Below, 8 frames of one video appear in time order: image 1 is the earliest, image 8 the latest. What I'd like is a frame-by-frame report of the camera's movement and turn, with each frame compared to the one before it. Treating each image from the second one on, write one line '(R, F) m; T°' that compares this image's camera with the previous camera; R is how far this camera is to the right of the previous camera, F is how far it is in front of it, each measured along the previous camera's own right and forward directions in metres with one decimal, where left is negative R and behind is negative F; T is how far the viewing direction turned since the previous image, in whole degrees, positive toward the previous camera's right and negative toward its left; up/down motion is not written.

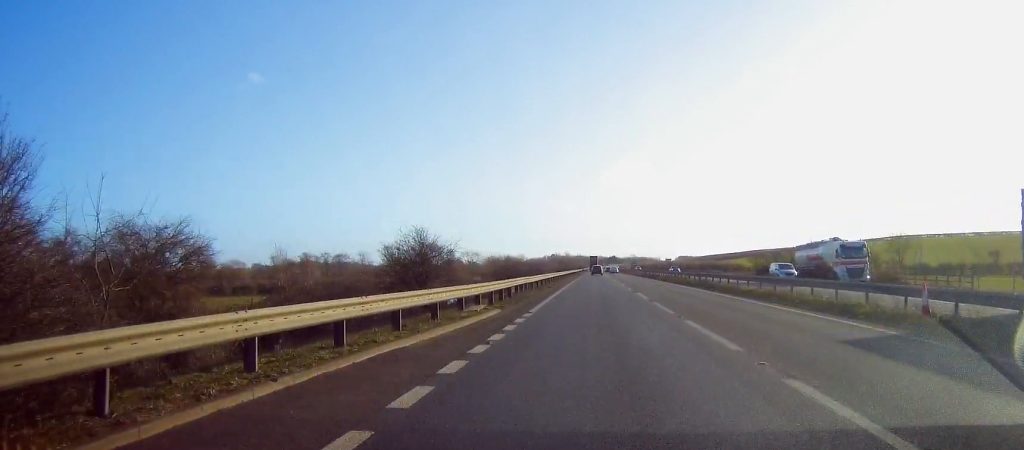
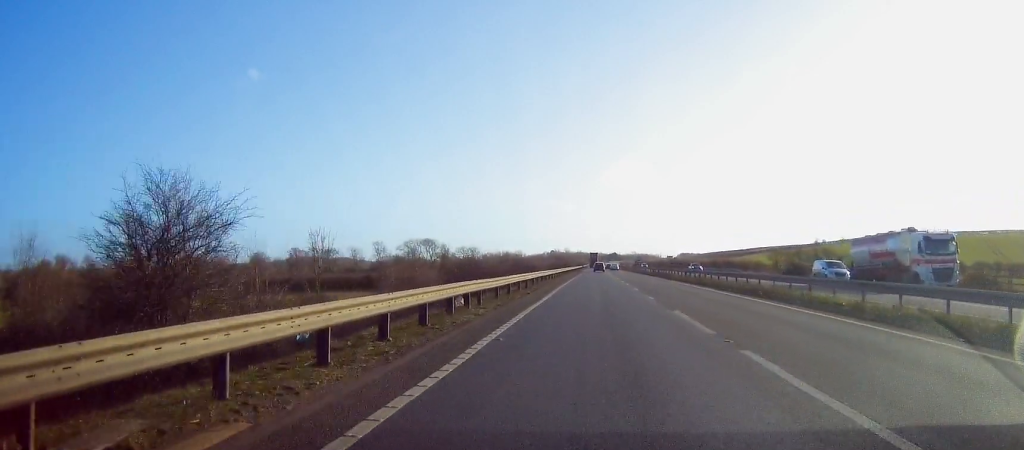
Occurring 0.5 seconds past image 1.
(+0.1, +15.5) m; 0°
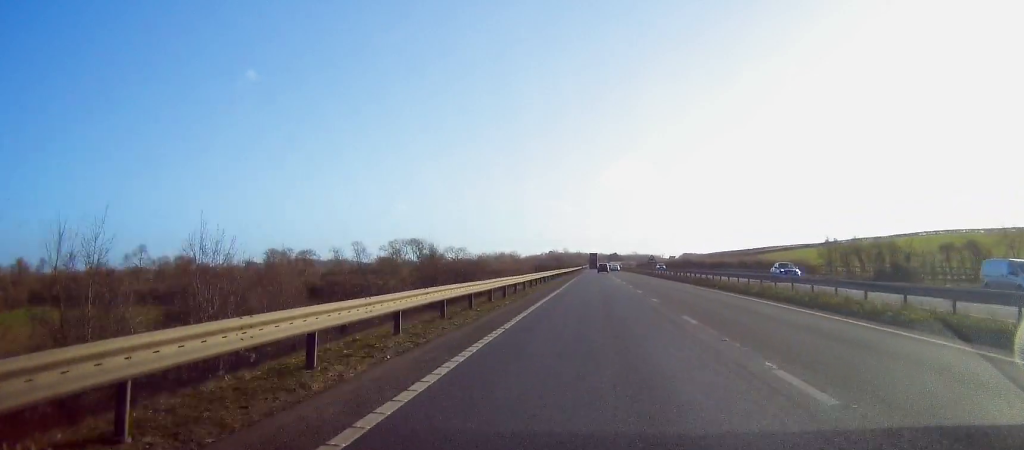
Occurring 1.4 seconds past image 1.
(0.0, +29.2) m; 0°
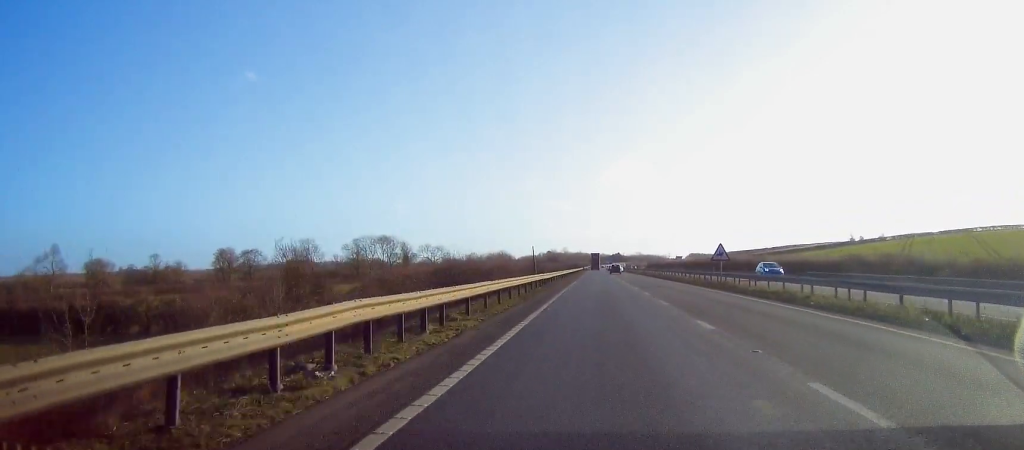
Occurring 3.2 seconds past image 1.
(-0.7, +55.2) m; -1°
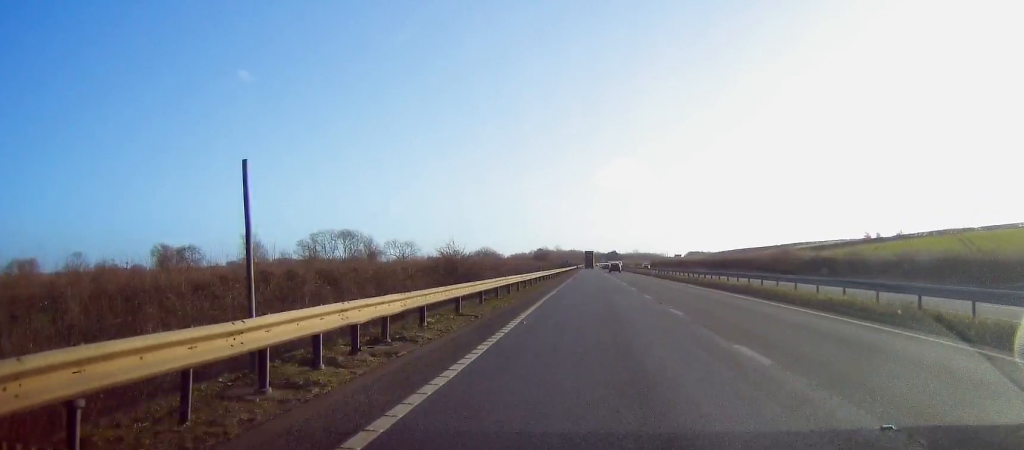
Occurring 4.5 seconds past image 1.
(+0.4, +41.7) m; +1°
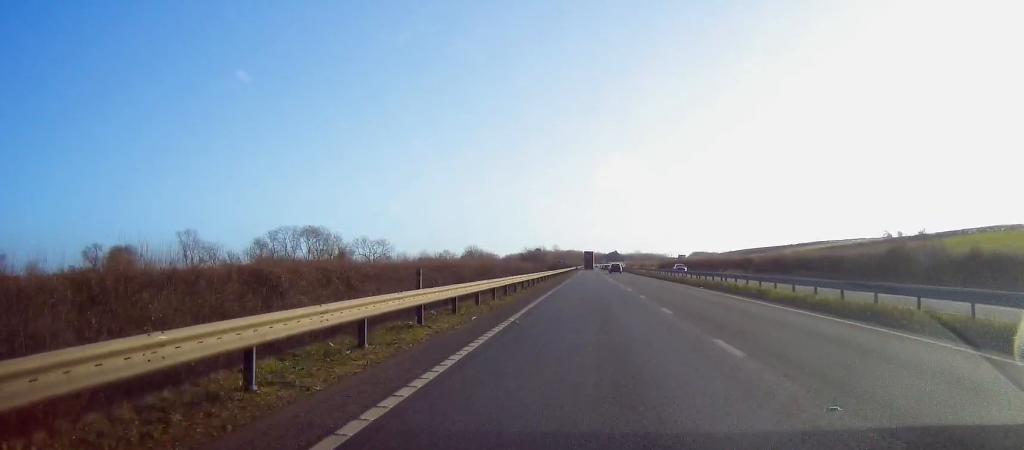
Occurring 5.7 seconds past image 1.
(-0.1, +35.4) m; -1°
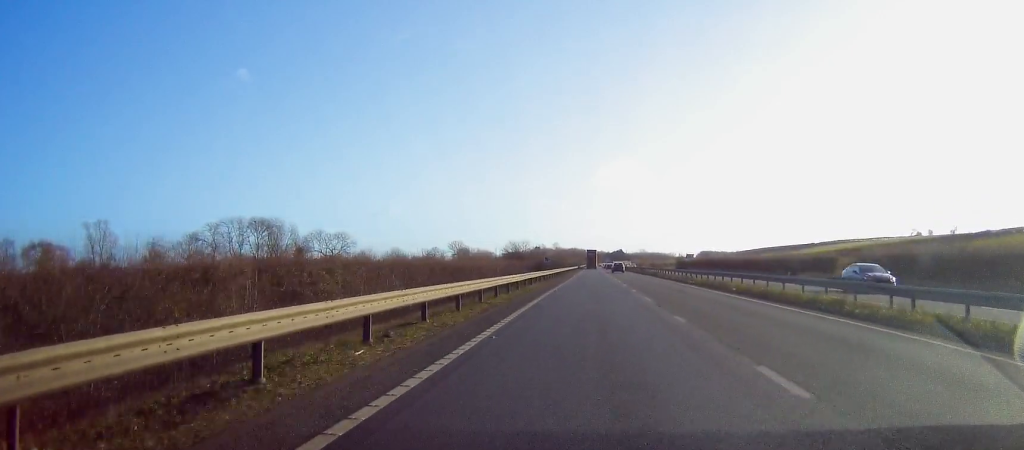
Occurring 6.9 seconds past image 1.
(-0.2, +39.6) m; 0°
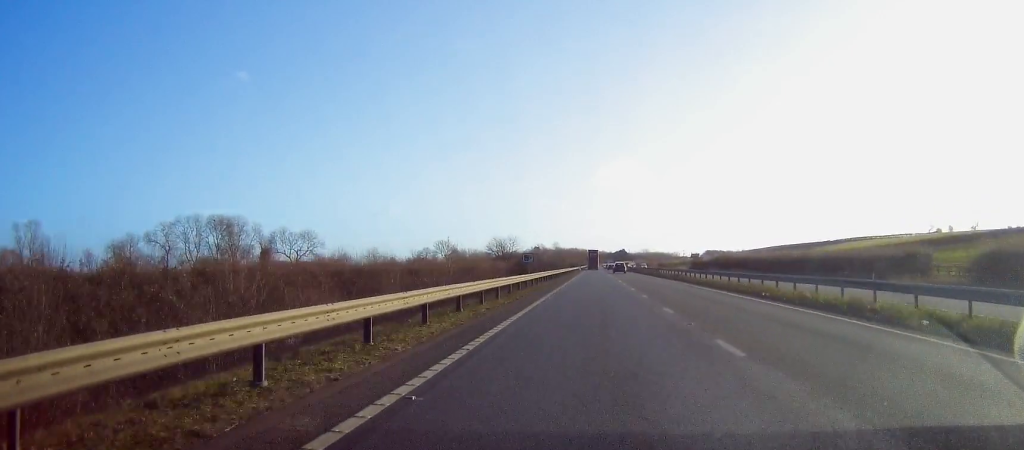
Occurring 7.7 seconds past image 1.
(+0.3, +24.0) m; +1°
